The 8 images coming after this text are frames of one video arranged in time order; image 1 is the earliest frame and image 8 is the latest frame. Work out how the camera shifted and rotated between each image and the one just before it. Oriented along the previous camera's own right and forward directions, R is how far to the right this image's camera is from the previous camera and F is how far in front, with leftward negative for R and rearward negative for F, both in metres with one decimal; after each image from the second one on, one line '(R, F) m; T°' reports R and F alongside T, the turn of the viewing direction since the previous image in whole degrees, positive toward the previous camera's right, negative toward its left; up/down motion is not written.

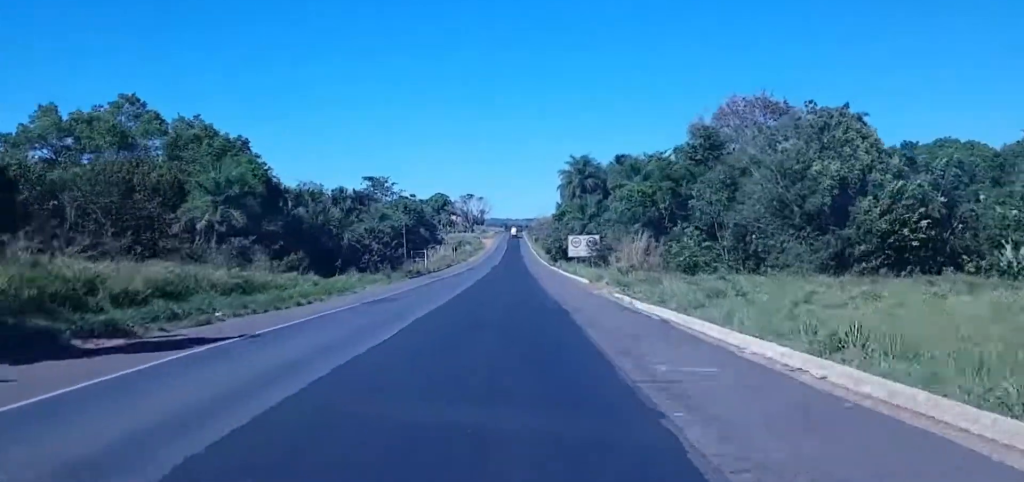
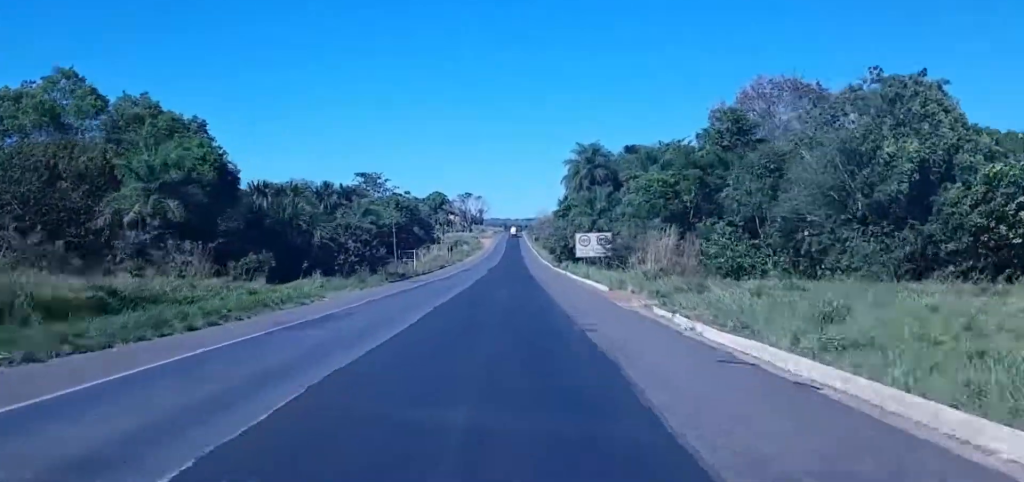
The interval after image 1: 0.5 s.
(-0.3, +12.9) m; 0°
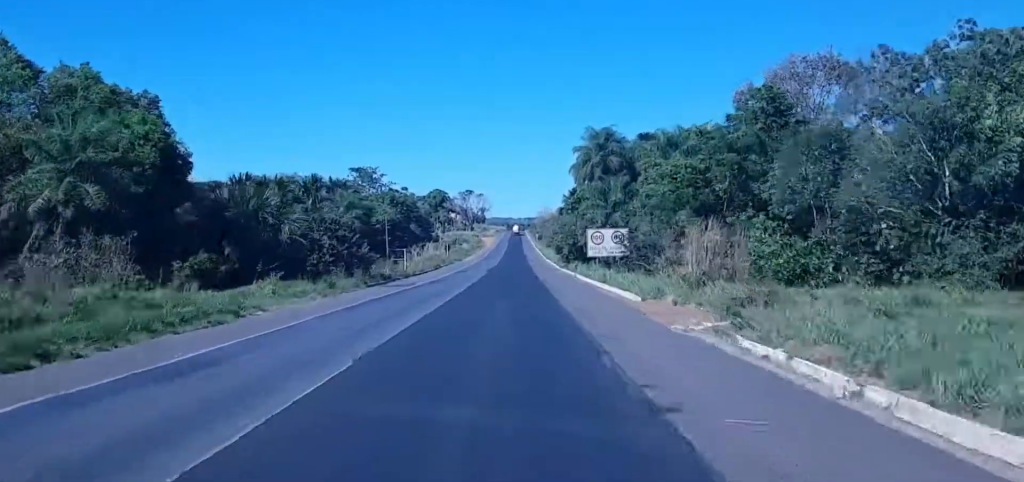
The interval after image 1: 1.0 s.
(0.0, +11.4) m; 0°
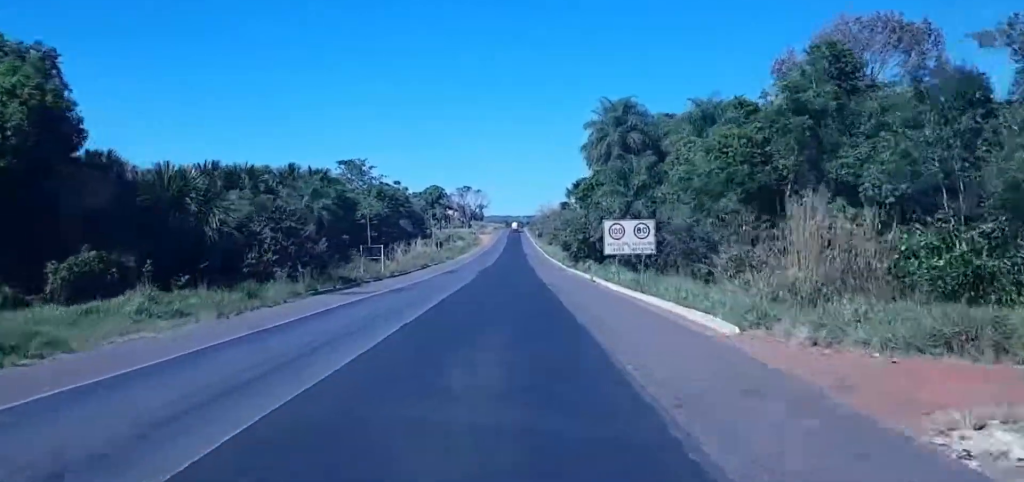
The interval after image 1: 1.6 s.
(+0.3, +15.5) m; 0°
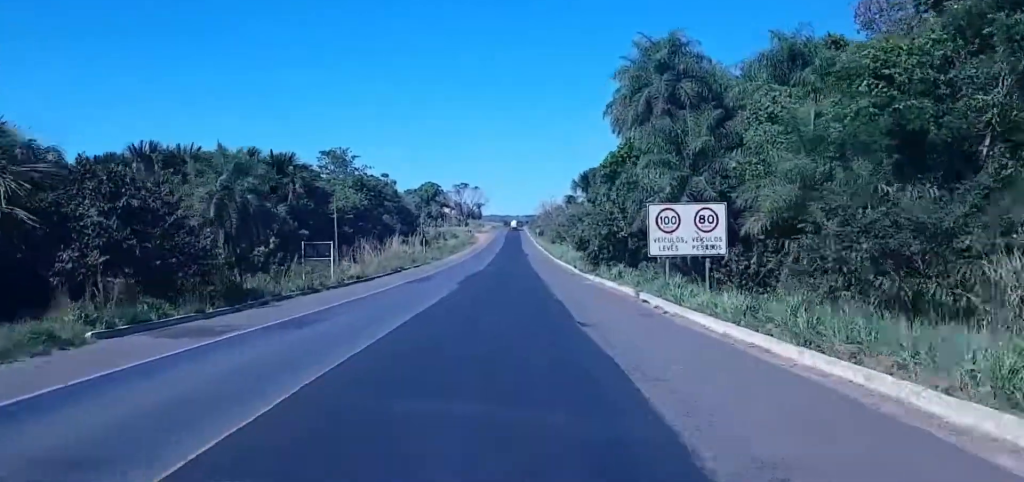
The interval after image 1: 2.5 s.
(-0.3, +21.4) m; 0°
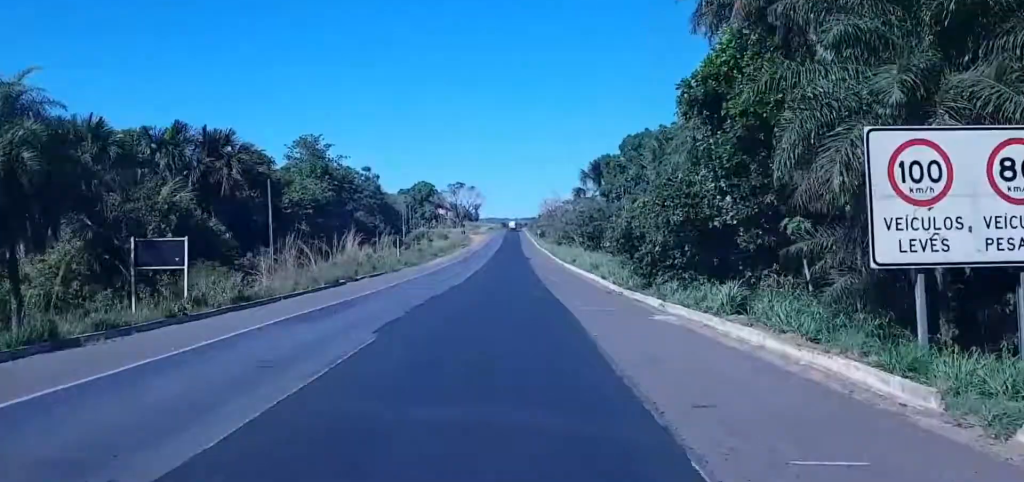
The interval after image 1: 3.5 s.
(+0.2, +25.6) m; 0°
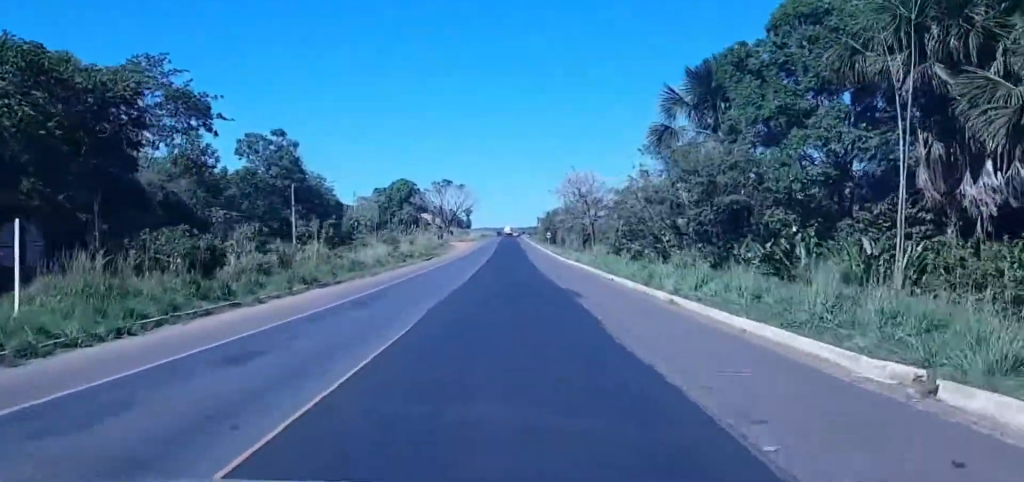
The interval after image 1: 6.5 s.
(-0.4, +75.0) m; 0°
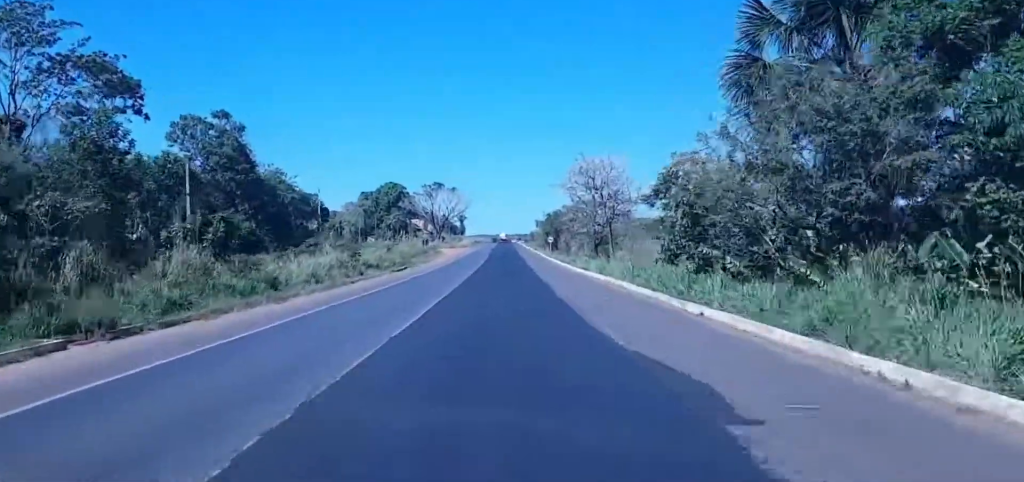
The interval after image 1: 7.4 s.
(+0.2, +23.1) m; +1°
